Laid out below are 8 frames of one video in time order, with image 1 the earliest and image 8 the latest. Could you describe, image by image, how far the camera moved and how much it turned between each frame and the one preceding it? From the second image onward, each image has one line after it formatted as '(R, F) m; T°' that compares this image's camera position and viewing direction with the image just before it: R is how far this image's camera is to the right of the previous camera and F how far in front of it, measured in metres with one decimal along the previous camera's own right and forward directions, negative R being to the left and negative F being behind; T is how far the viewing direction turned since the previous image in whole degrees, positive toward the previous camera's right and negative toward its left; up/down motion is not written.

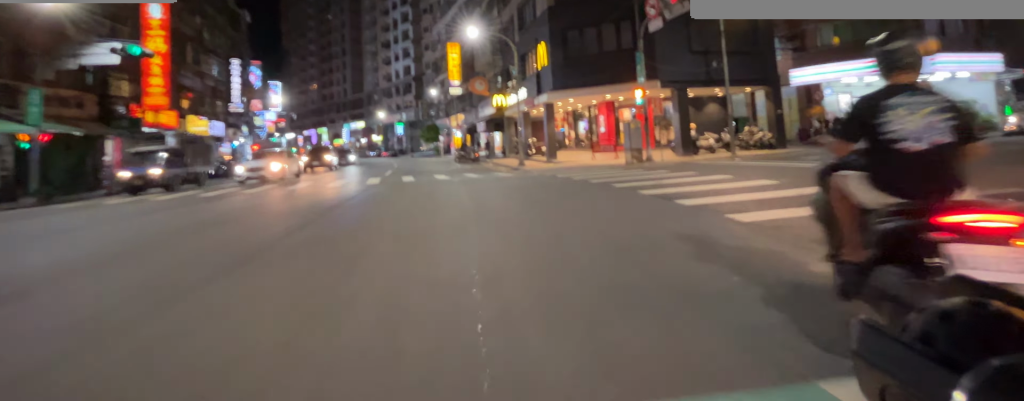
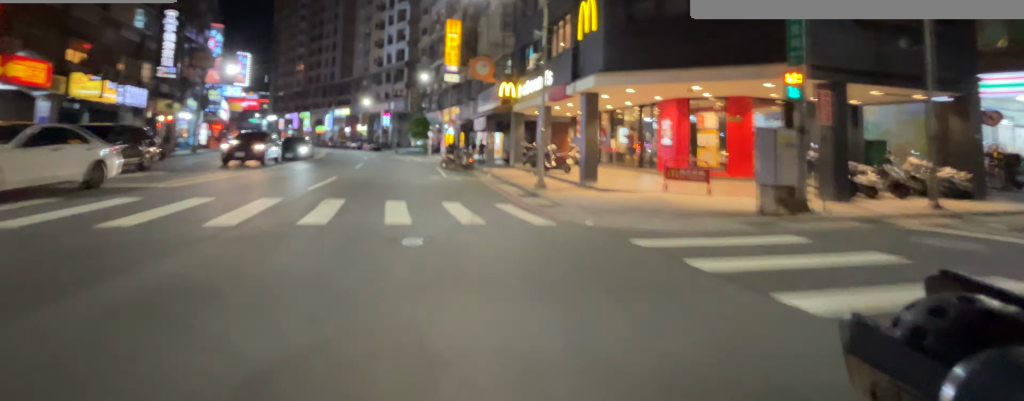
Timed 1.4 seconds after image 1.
(-1.7, +8.4) m; -10°
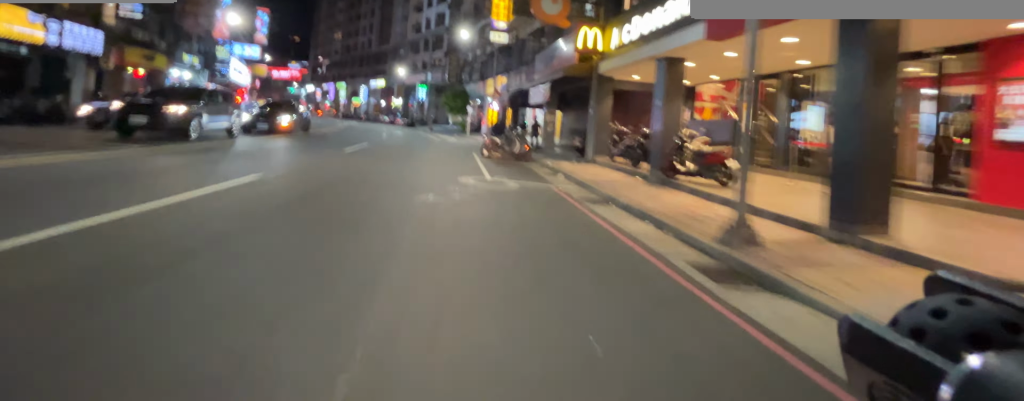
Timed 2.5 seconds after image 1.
(+0.3, +8.6) m; +25°
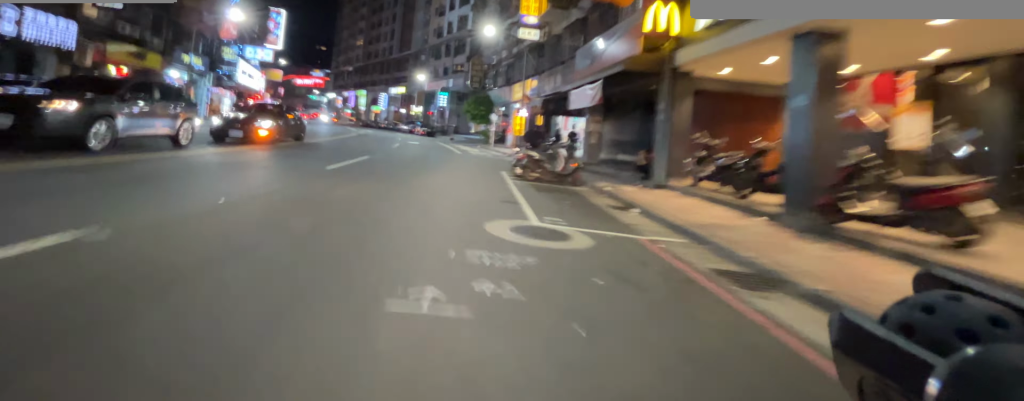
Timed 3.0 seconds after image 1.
(+0.5, +3.8) m; +11°
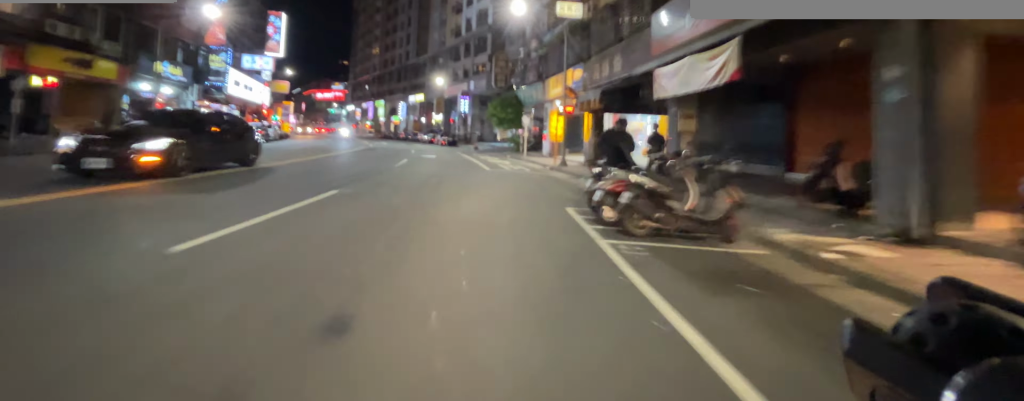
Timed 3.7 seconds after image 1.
(+1.8, +6.4) m; +10°
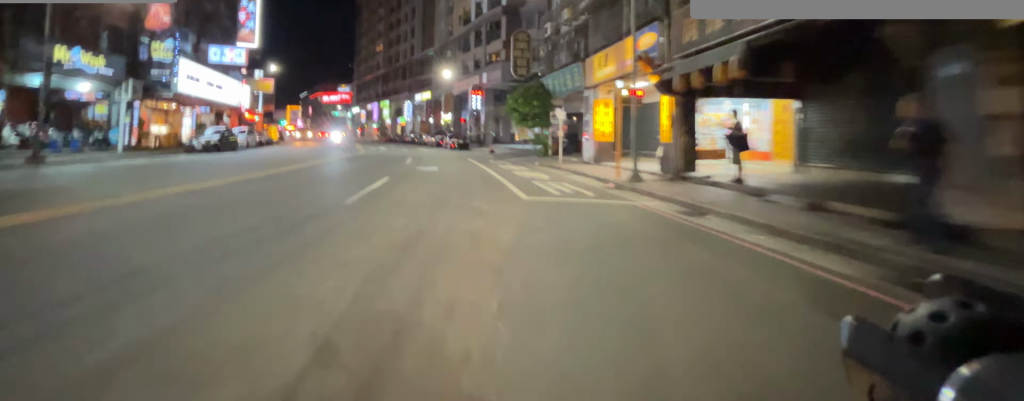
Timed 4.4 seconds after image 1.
(-0.3, +8.2) m; -11°
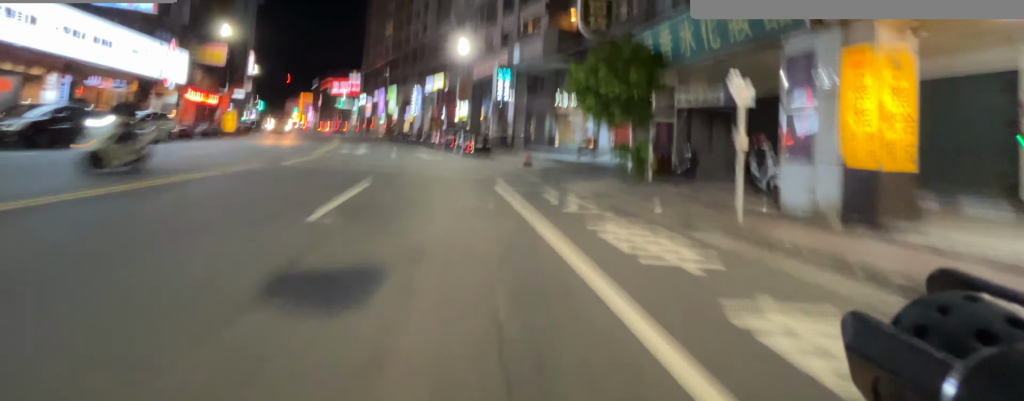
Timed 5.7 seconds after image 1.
(-3.0, +14.2) m; -24°
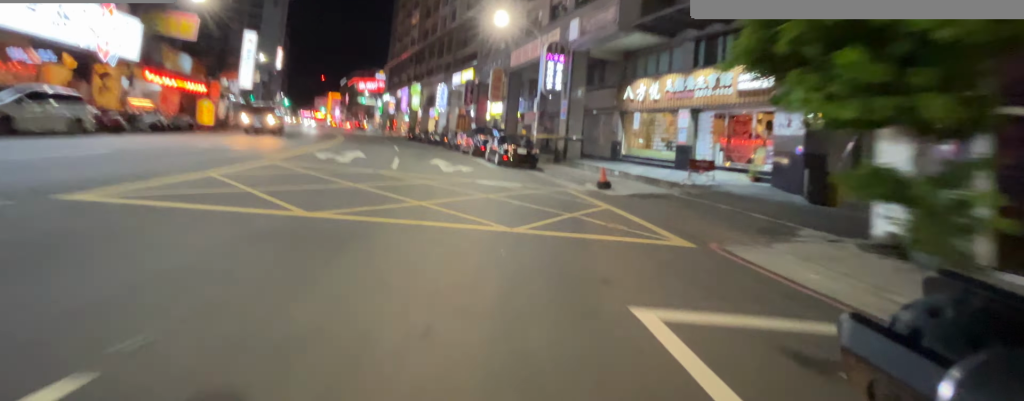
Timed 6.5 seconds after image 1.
(-1.1, +8.4) m; -11°
